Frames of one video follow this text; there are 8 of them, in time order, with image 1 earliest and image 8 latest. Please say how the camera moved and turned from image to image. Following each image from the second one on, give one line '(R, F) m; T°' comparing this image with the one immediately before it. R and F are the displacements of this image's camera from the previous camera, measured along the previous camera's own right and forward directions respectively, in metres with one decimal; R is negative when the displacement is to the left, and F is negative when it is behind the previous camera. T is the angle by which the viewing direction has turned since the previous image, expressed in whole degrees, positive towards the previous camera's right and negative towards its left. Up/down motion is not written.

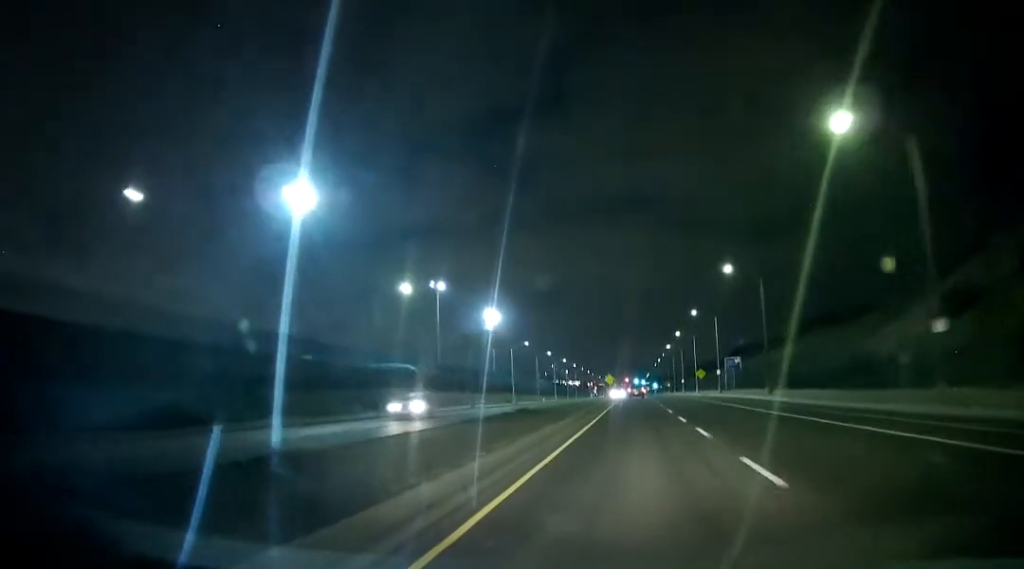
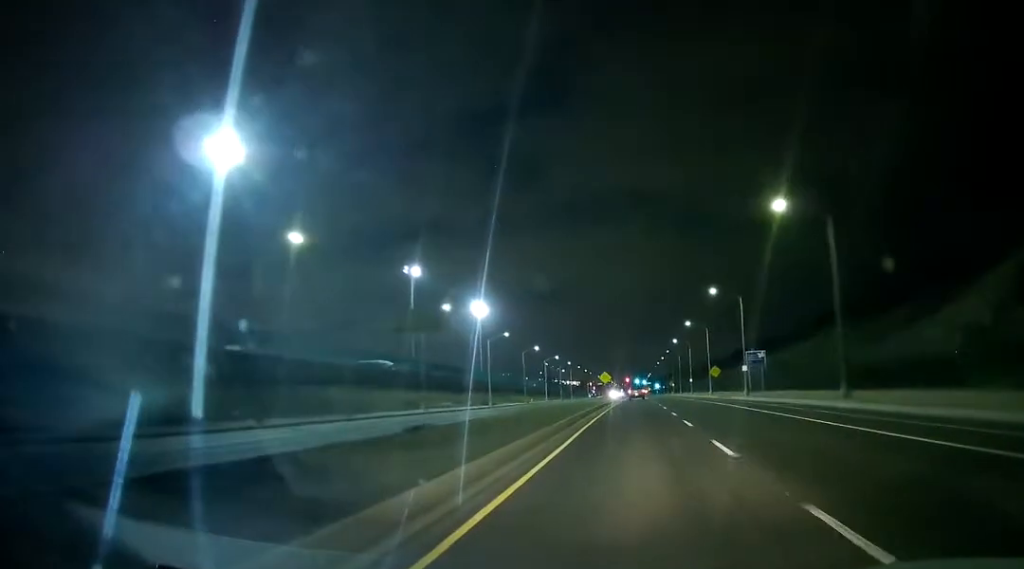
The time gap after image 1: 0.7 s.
(+0.2, +21.5) m; 0°
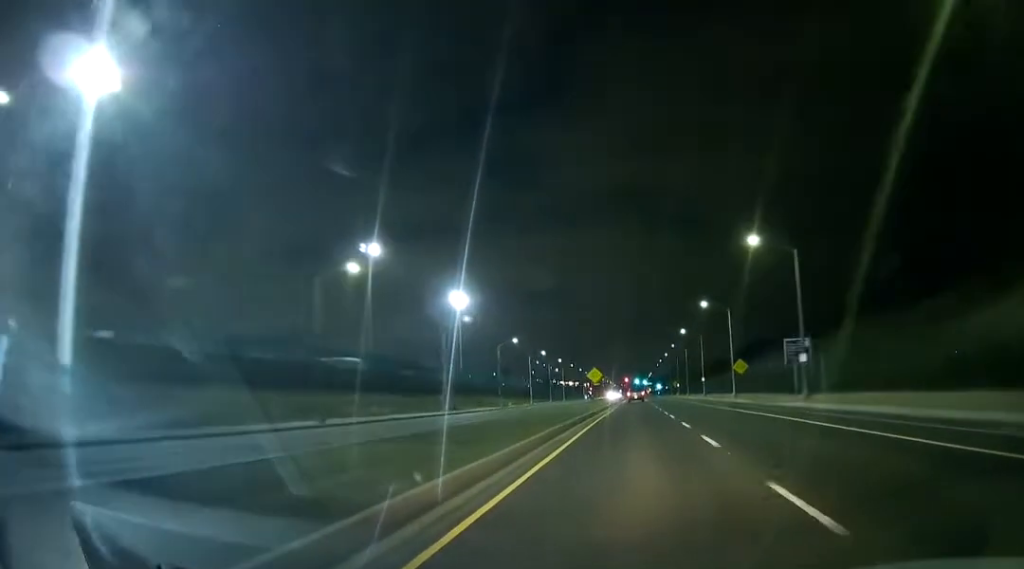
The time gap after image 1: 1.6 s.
(0.0, +24.0) m; 0°
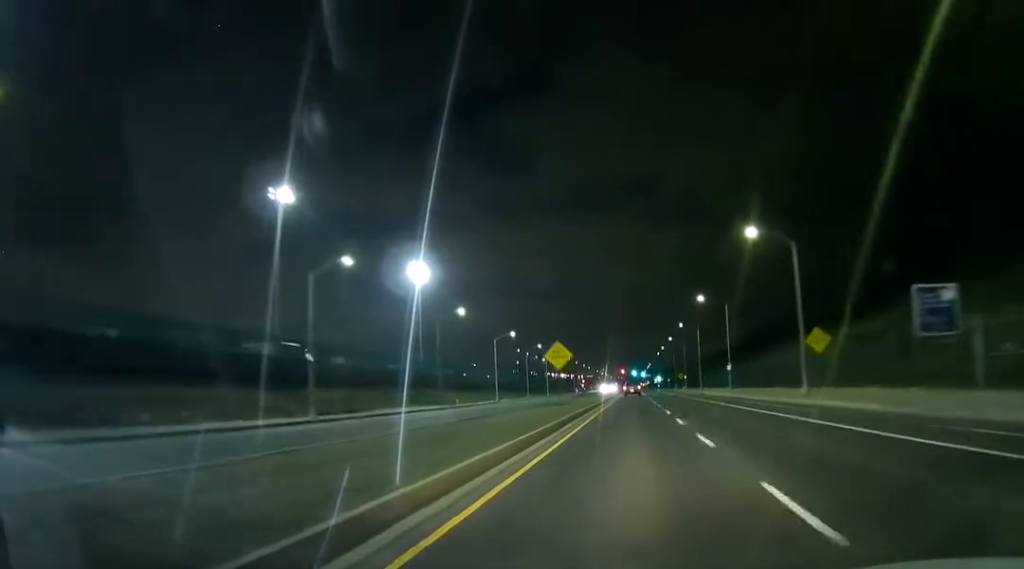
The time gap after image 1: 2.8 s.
(-0.3, +33.5) m; -1°
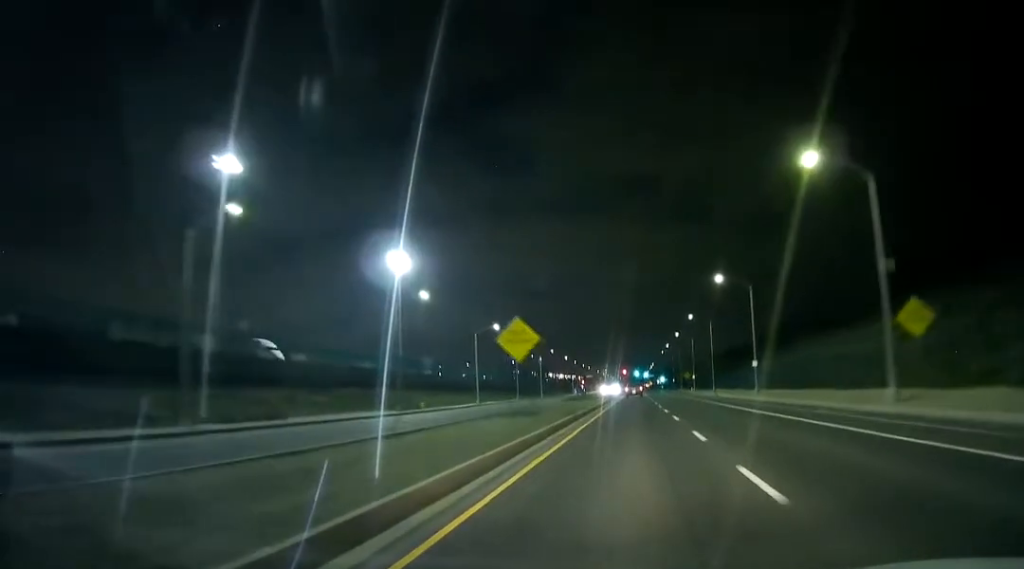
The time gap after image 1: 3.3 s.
(-0.1, +15.6) m; 0°
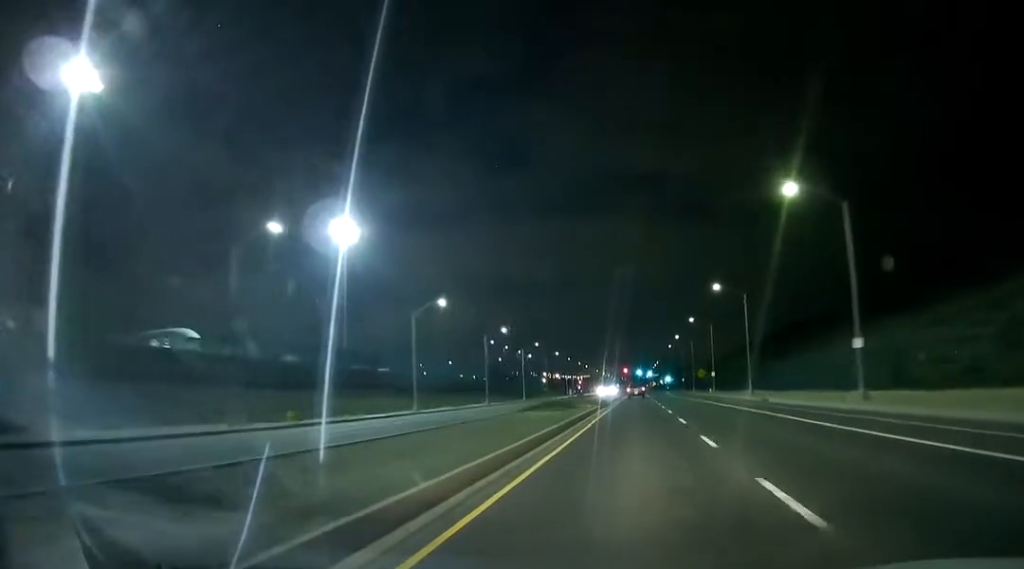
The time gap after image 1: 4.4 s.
(-0.1, +29.0) m; +1°
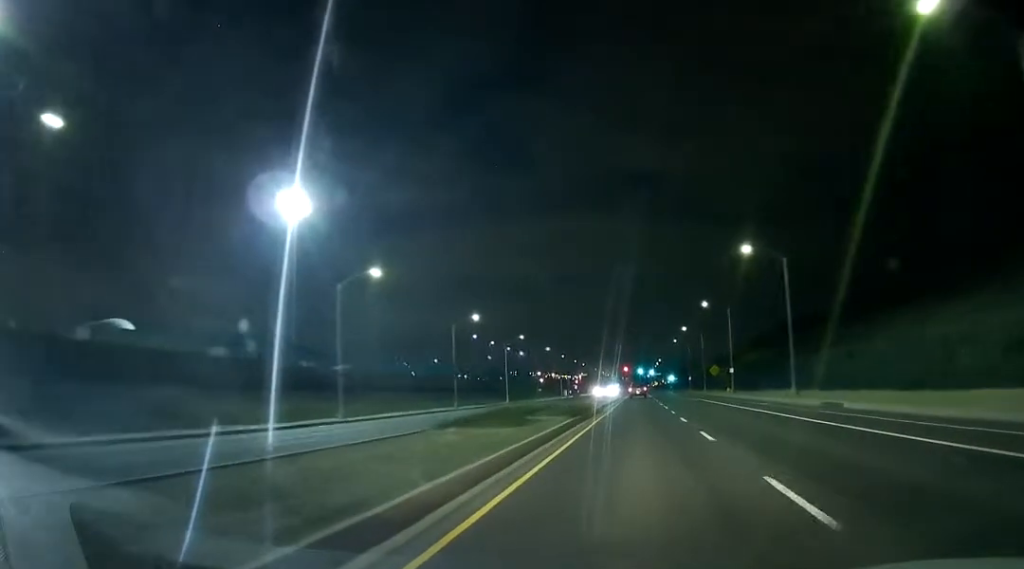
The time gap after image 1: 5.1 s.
(+0.2, +17.8) m; 0°
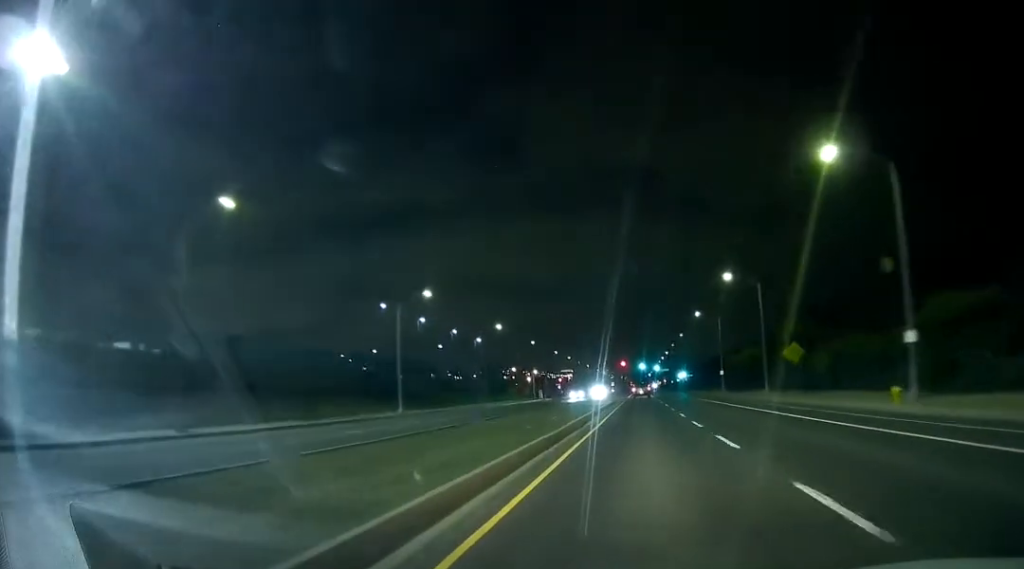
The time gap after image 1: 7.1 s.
(-1.0, +53.6) m; -1°
